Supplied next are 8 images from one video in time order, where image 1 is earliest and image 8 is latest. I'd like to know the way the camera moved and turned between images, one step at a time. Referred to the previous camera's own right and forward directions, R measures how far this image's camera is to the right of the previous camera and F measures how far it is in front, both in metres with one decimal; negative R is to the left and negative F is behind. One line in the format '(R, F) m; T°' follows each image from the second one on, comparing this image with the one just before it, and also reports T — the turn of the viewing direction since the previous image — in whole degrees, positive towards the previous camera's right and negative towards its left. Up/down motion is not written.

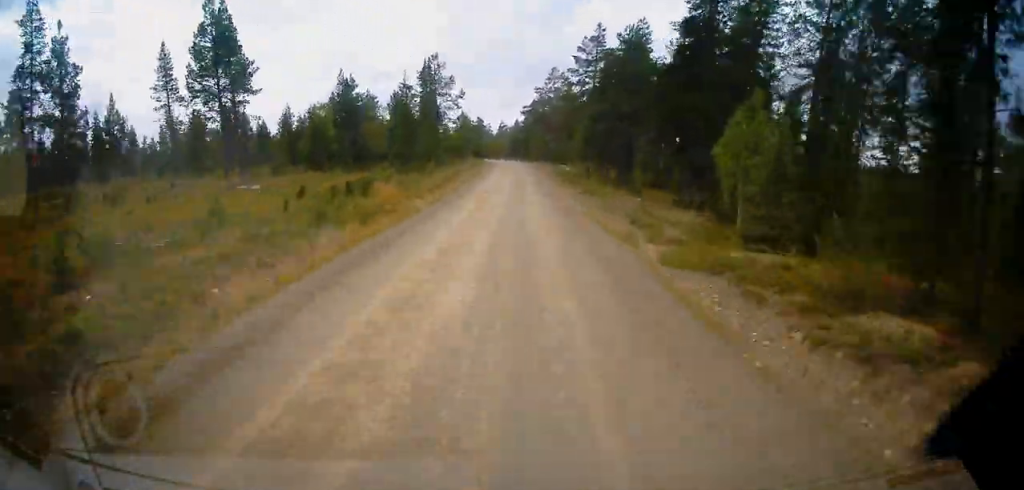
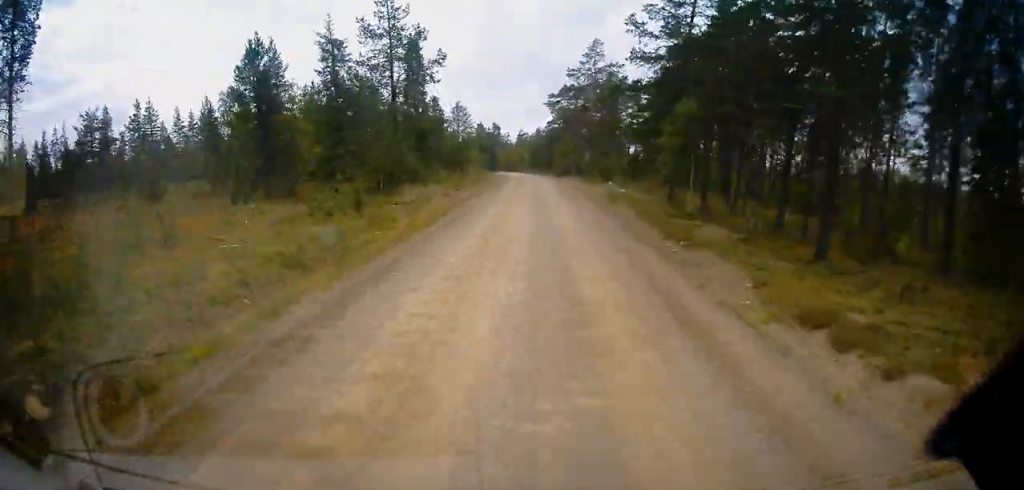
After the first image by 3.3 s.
(0.0, +28.7) m; 0°
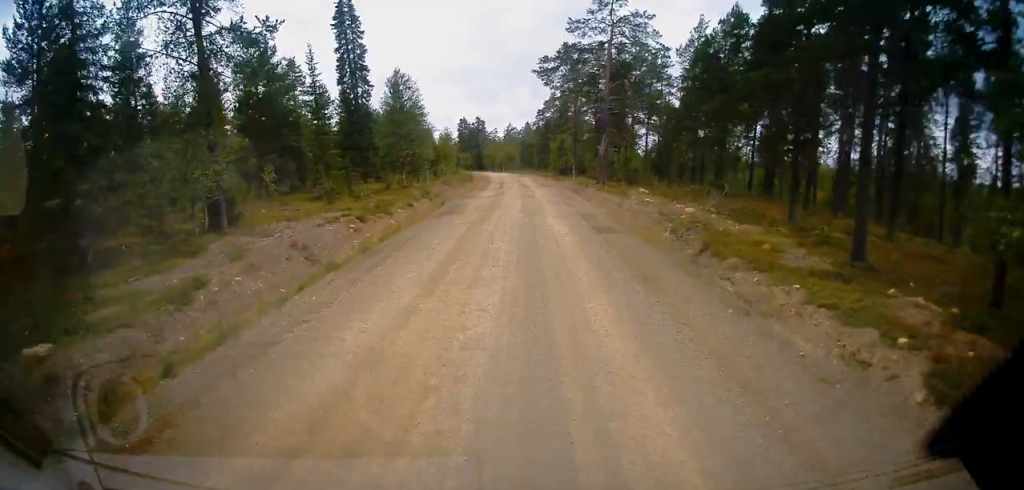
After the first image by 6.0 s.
(+1.0, +21.8) m; 0°
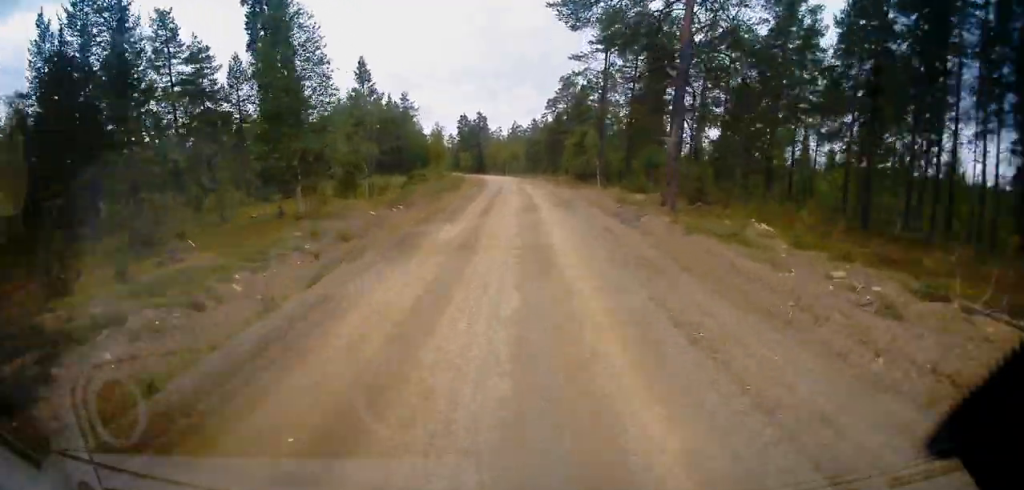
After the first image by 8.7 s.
(-1.0, +19.1) m; -2°
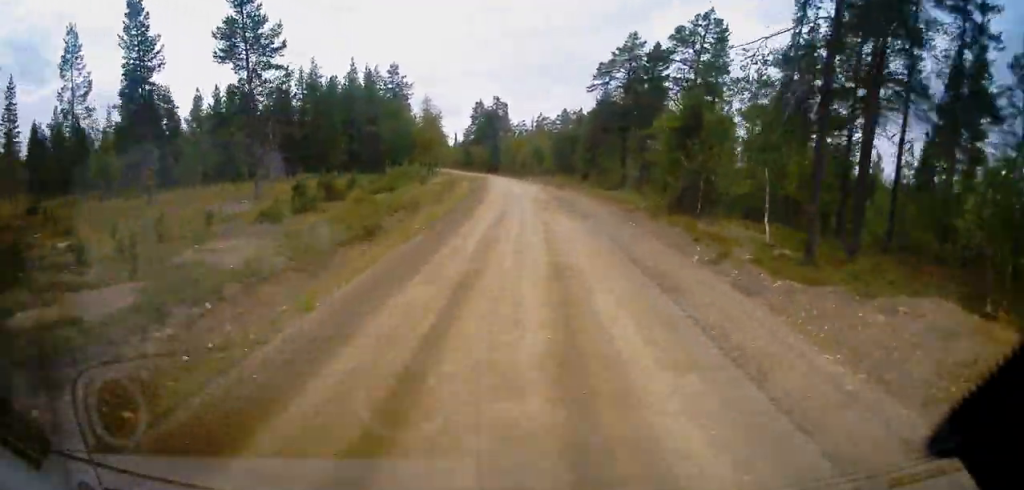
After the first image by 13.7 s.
(-1.0, +32.2) m; -1°
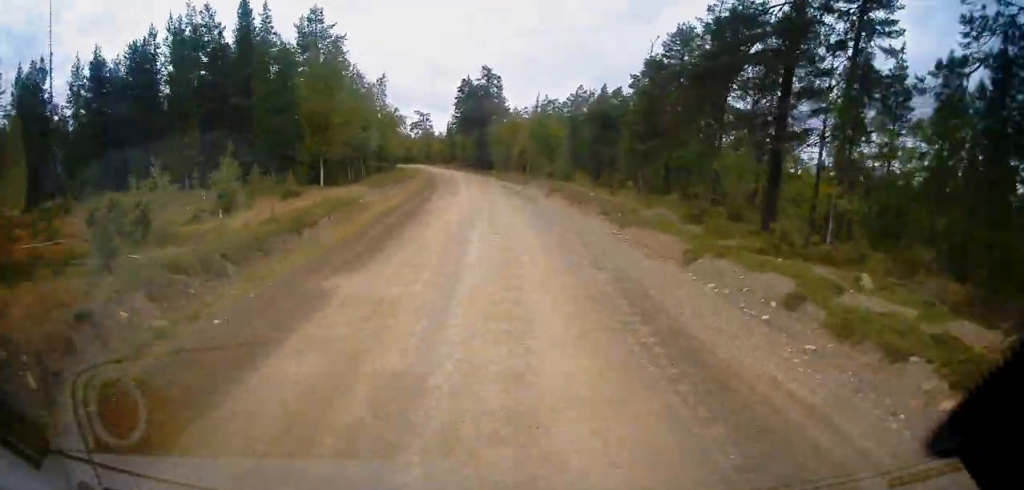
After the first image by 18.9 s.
(+0.9, +30.2) m; -2°
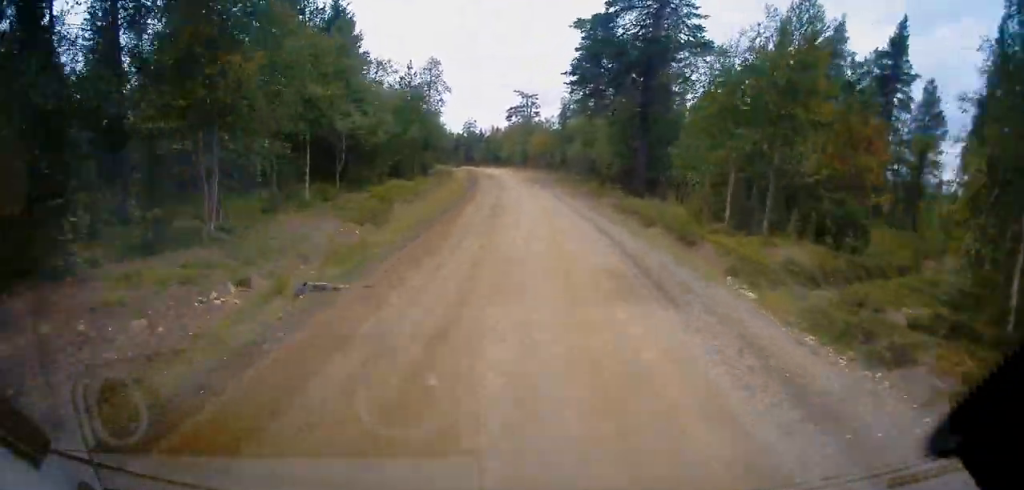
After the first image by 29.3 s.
(-7.6, +57.3) m; -20°
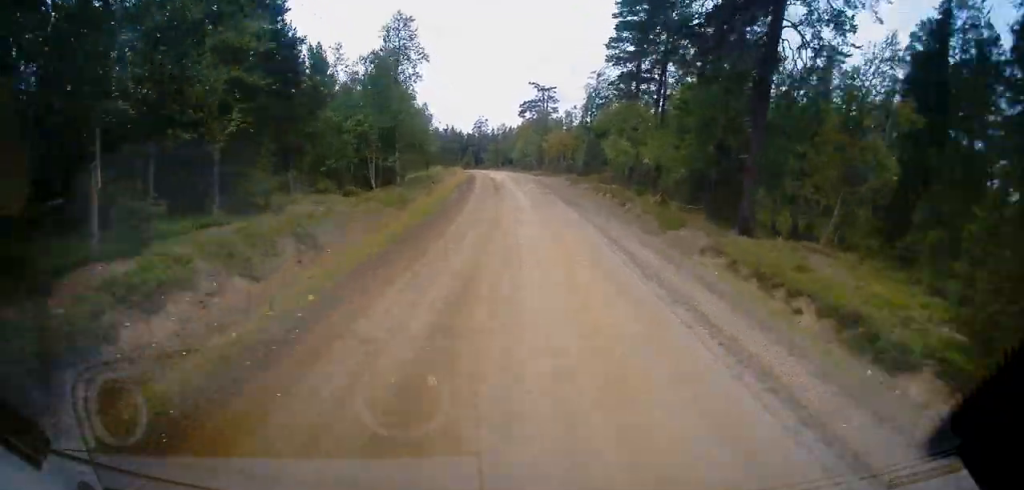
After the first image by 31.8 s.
(-3.4, +16.3) m; +2°
